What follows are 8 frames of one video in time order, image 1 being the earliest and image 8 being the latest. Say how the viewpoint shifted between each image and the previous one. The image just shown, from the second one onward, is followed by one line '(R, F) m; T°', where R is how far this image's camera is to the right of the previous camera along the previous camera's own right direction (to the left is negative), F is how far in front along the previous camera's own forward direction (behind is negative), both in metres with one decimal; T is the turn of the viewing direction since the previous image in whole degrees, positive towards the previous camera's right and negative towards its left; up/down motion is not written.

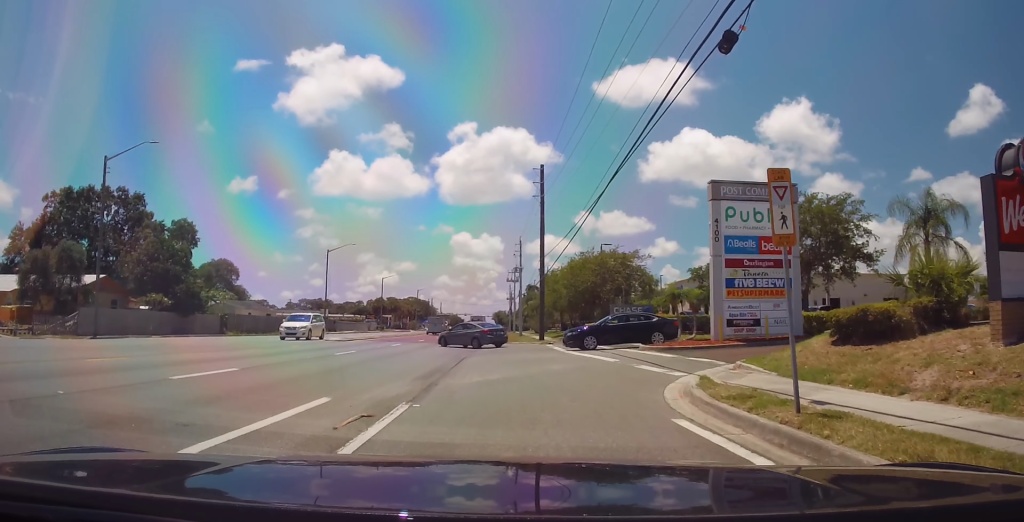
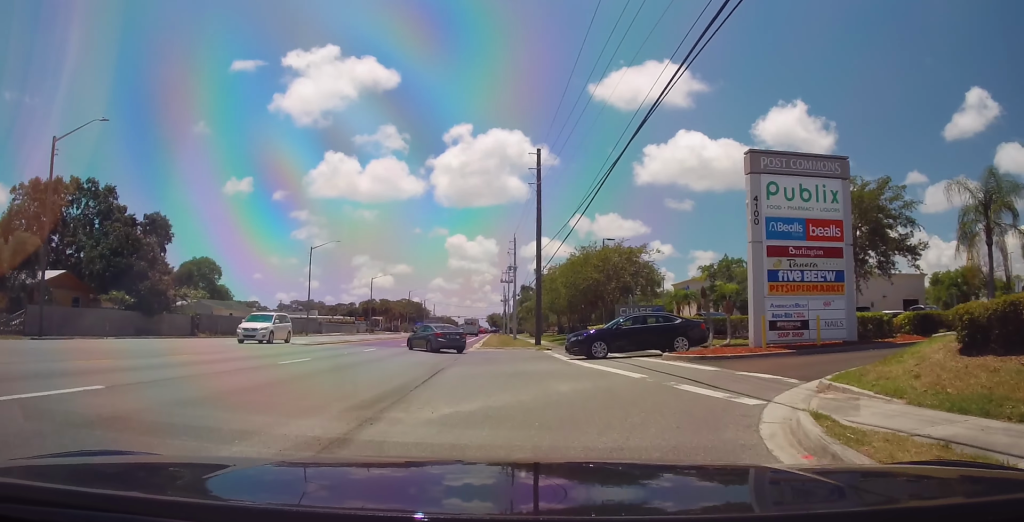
(0.0, +5.2) m; +2°
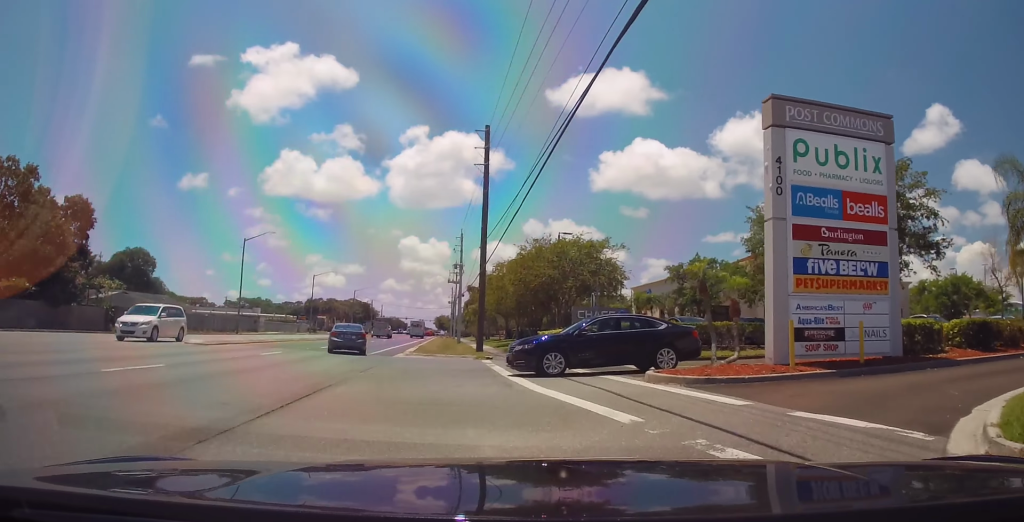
(+0.1, +6.5) m; +7°
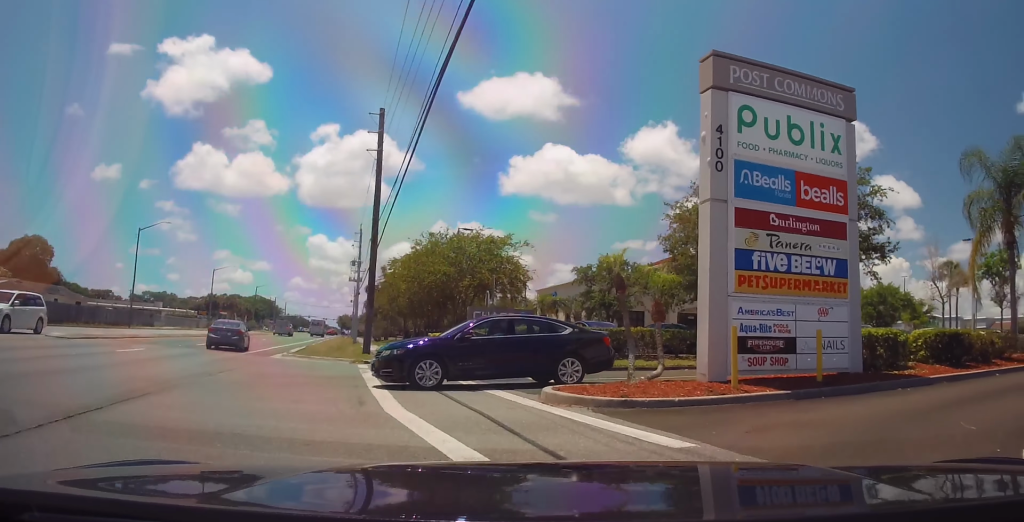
(-0.1, +3.7) m; +8°
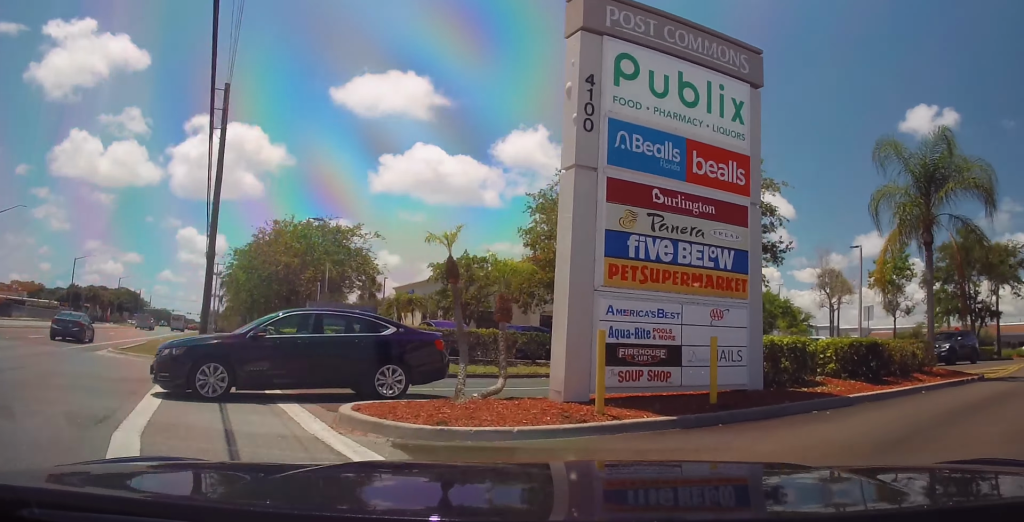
(+0.5, +3.1) m; +11°
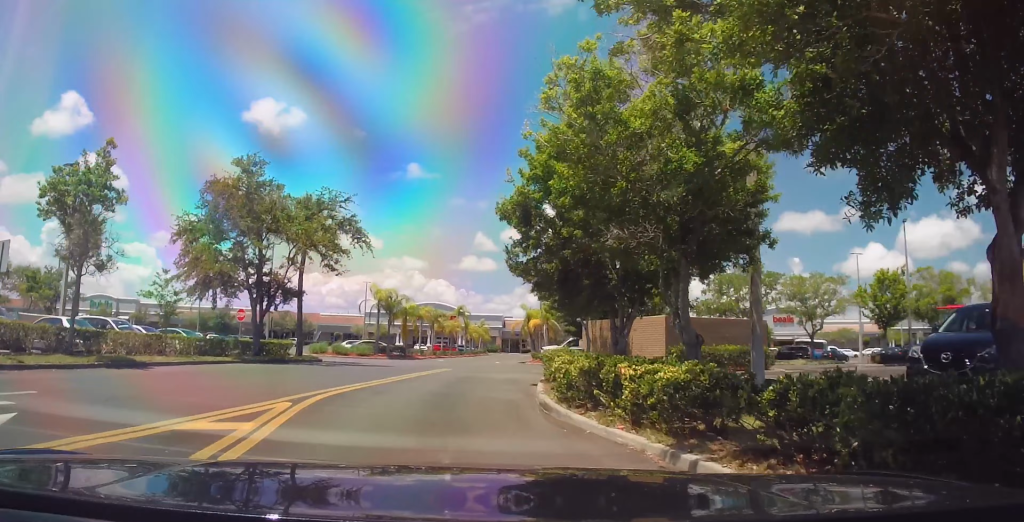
(+10.4, +13.9) m; +55°
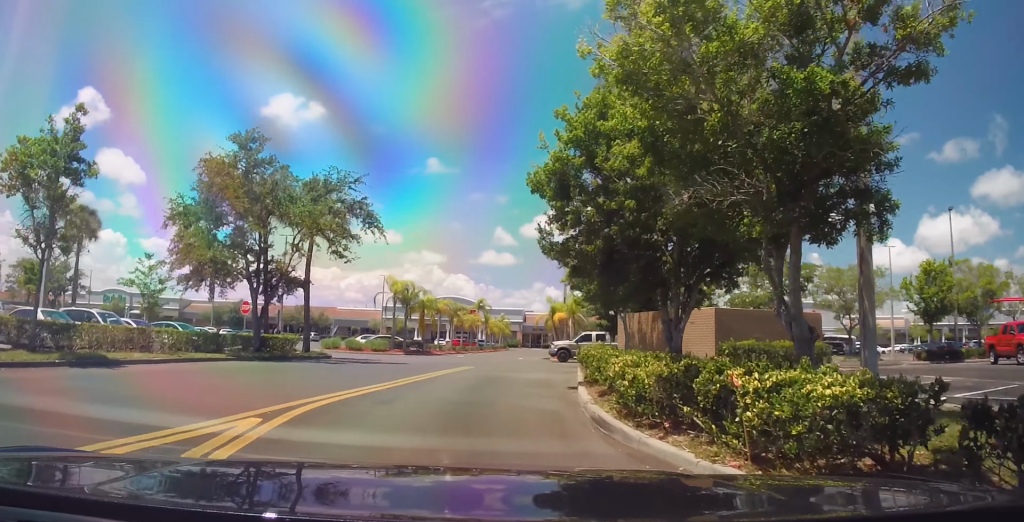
(-0.2, +2.6) m; -2°
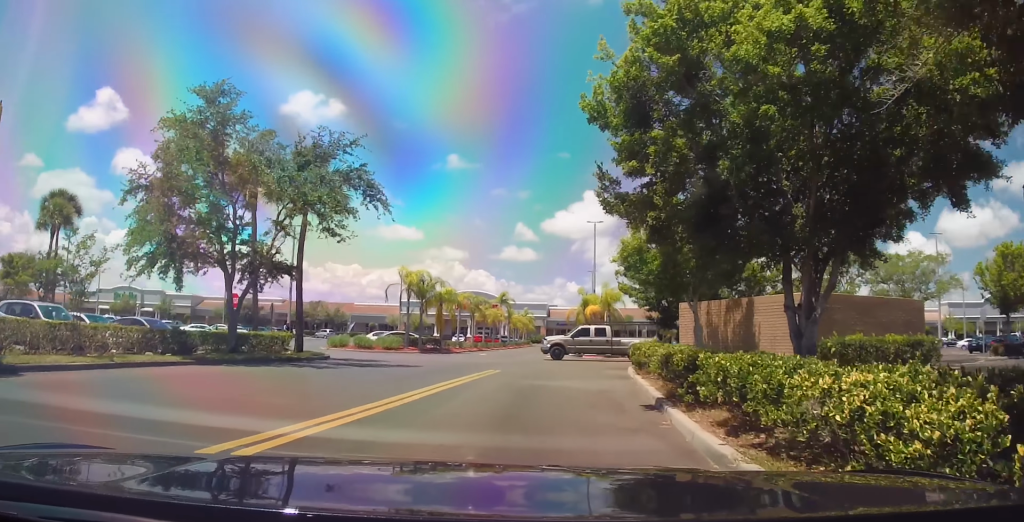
(-0.1, +4.7) m; -2°
